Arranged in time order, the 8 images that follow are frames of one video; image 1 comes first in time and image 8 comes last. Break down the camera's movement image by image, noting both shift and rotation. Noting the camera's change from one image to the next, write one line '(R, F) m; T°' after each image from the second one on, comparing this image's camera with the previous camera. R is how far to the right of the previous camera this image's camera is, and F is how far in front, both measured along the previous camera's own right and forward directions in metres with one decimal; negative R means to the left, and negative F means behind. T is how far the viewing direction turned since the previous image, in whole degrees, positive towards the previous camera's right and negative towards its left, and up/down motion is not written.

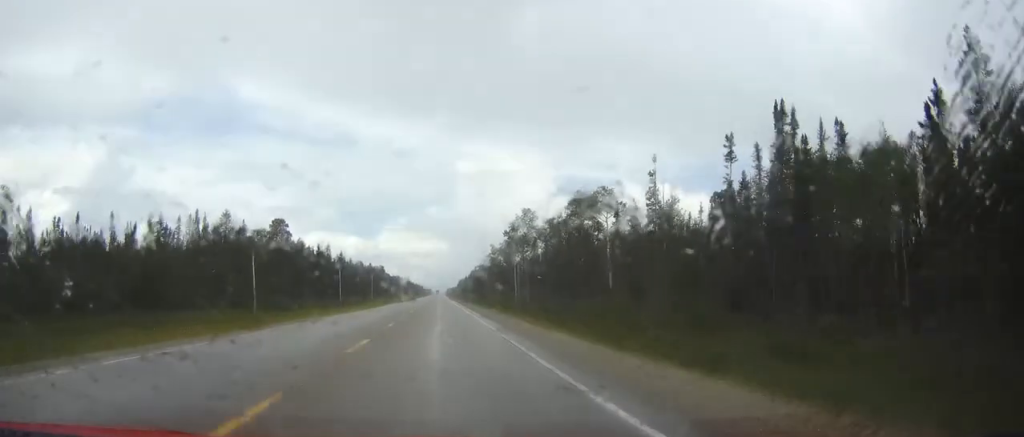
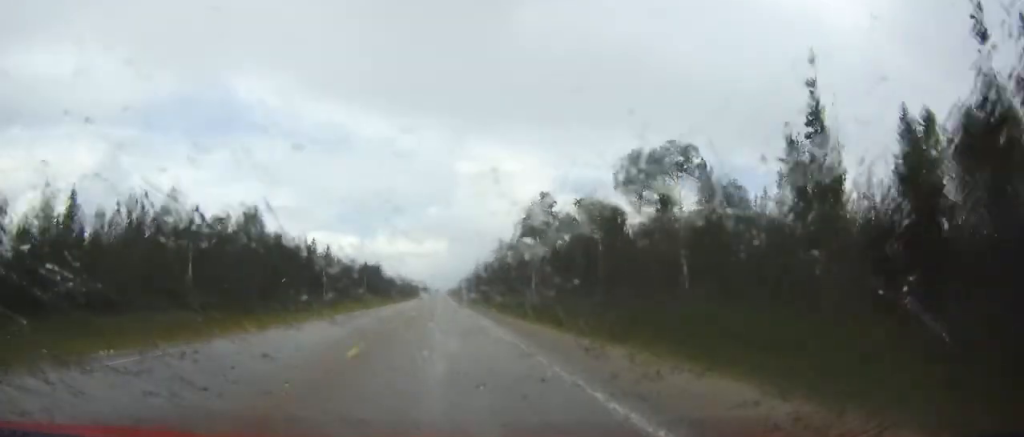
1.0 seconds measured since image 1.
(0.0, +28.2) m; 0°
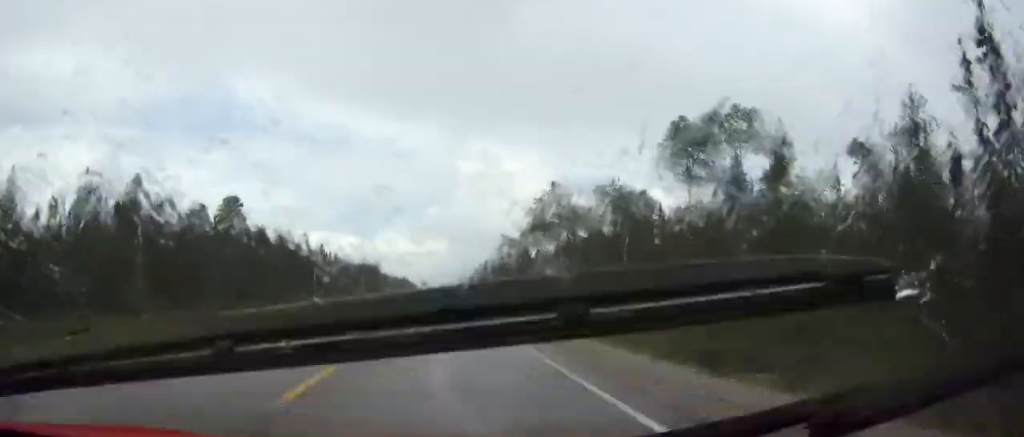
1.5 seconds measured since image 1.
(0.0, +14.1) m; 0°
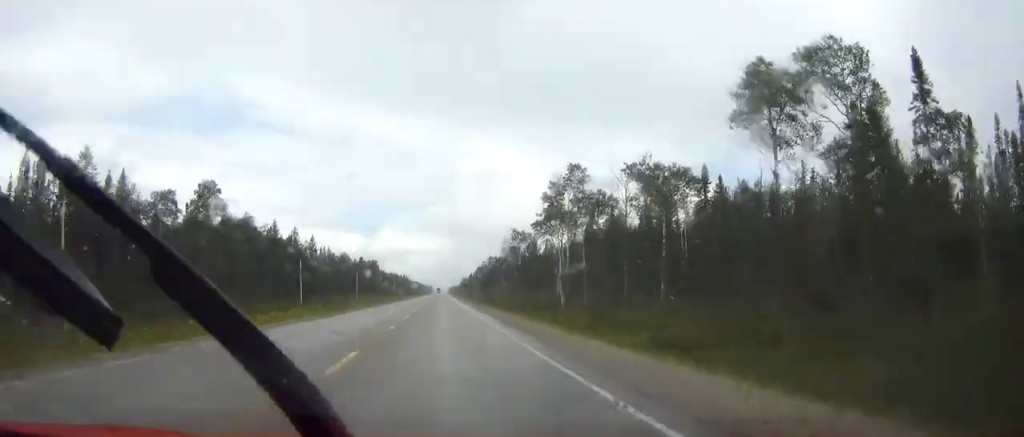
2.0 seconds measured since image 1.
(0.0, +15.1) m; 0°
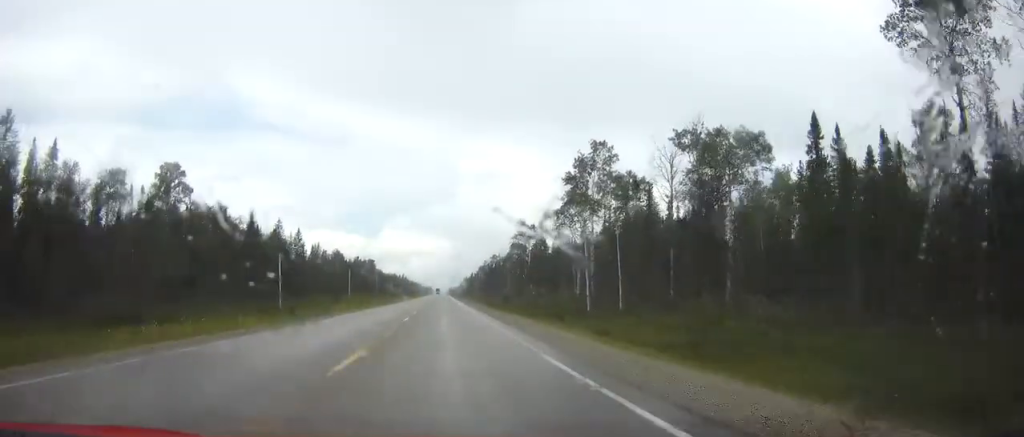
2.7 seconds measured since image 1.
(0.0, +18.0) m; 0°
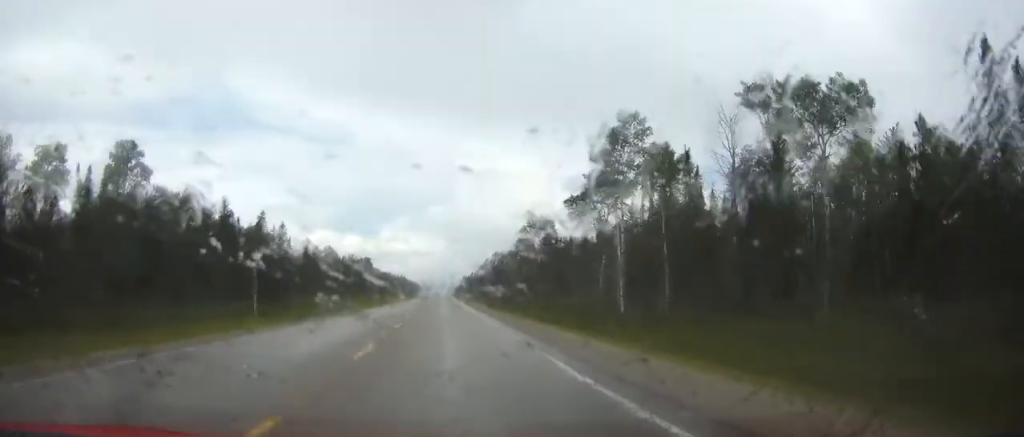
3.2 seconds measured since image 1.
(0.0, +16.1) m; 0°
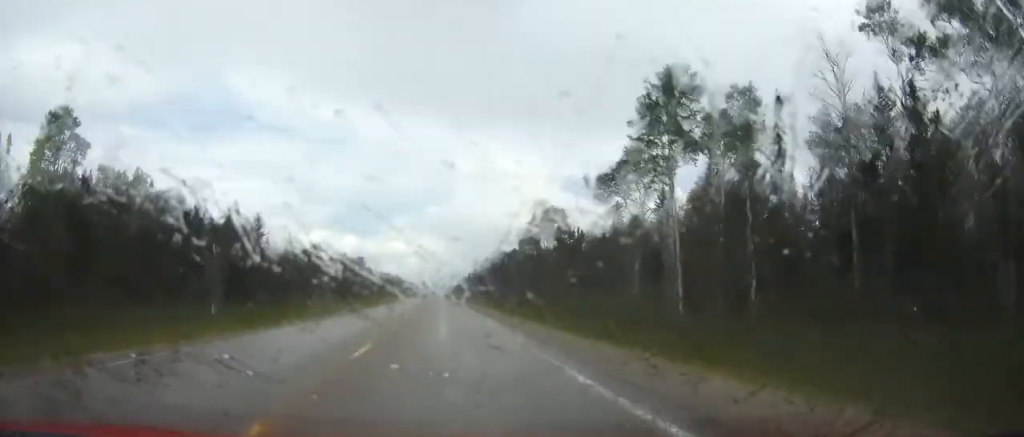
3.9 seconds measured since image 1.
(-0.1, +18.1) m; 0°
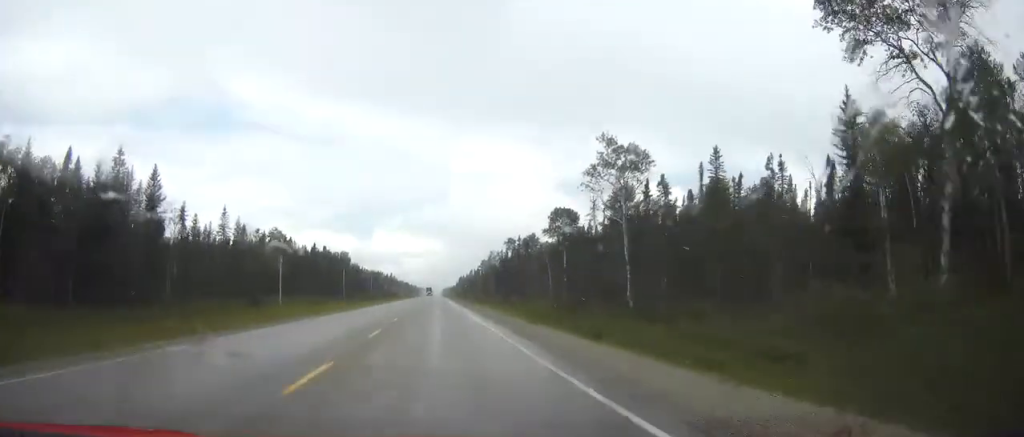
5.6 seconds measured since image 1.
(+0.2, +49.5) m; +1°
